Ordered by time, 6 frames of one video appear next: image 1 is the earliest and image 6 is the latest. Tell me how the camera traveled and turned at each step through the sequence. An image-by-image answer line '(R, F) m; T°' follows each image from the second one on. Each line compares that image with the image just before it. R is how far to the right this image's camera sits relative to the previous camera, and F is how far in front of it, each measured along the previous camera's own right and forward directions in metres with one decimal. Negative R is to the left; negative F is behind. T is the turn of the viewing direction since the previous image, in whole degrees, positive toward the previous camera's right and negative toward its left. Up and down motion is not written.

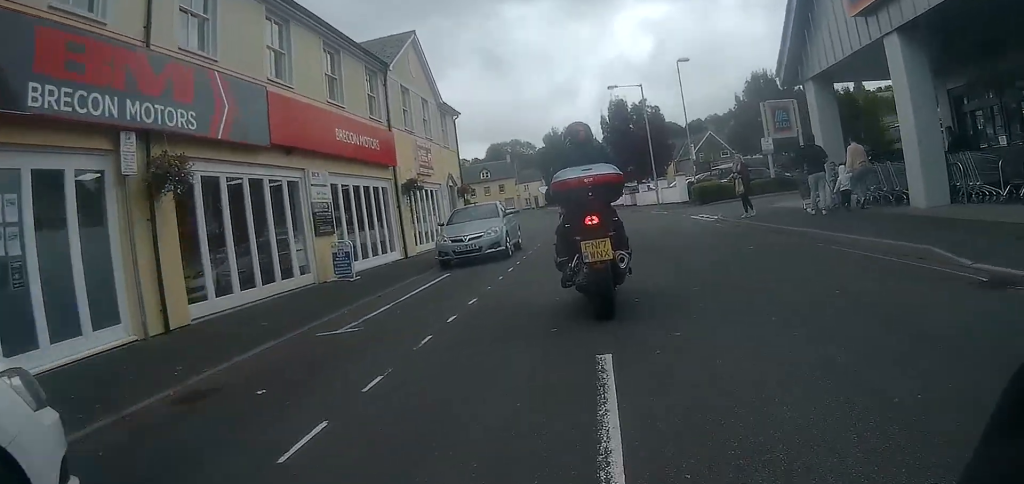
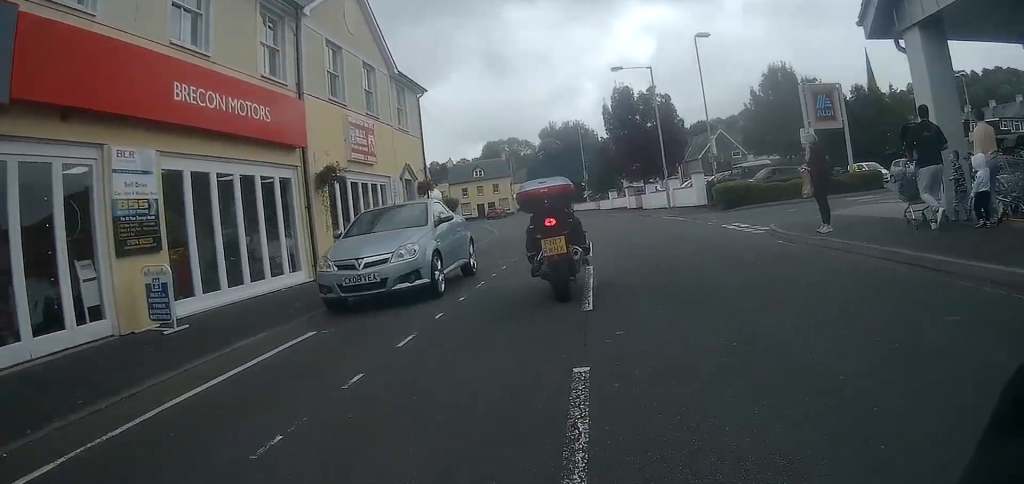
(+0.2, +6.7) m; +1°
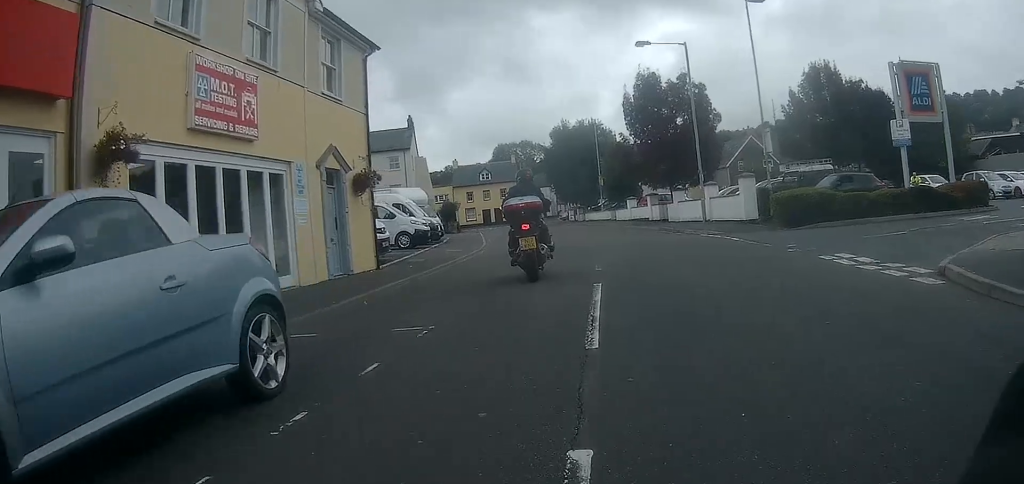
(-0.1, +7.8) m; -2°
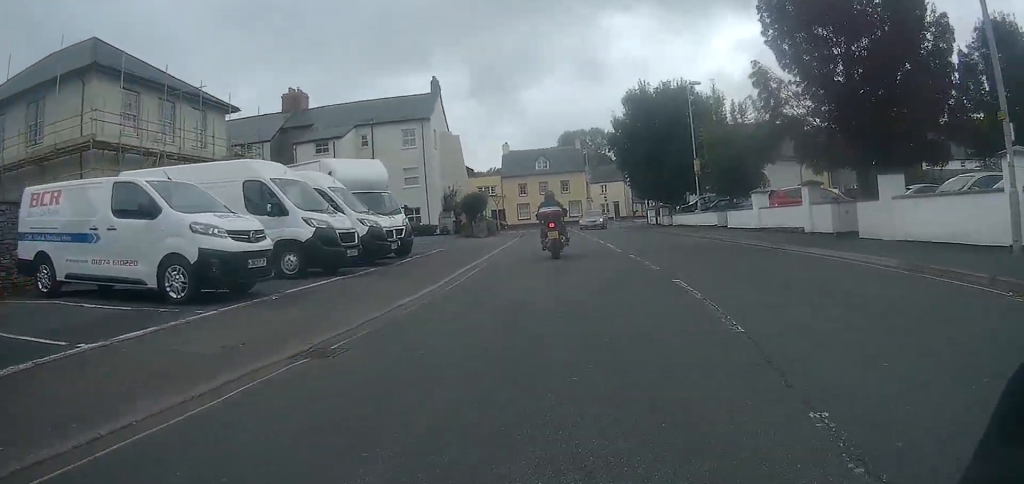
(-0.5, +18.4) m; -3°
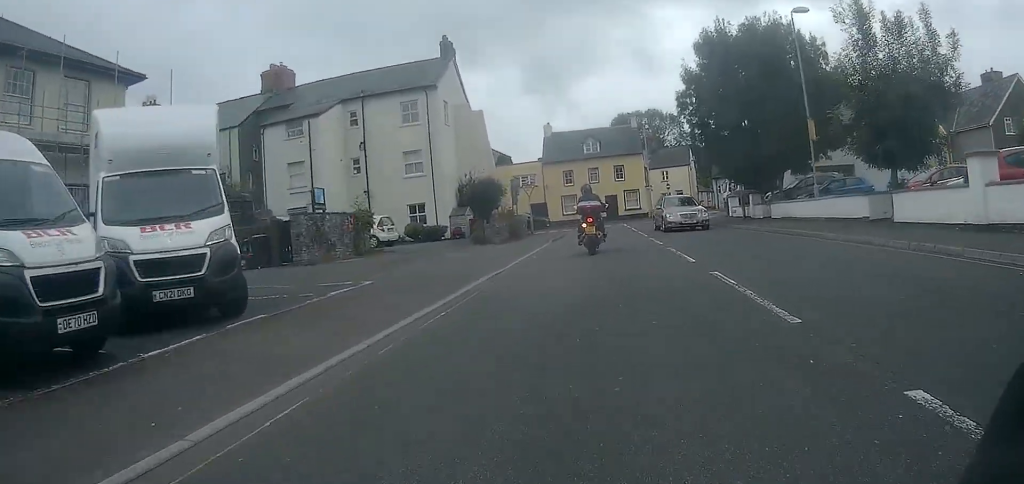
(-0.4, +12.5) m; -5°
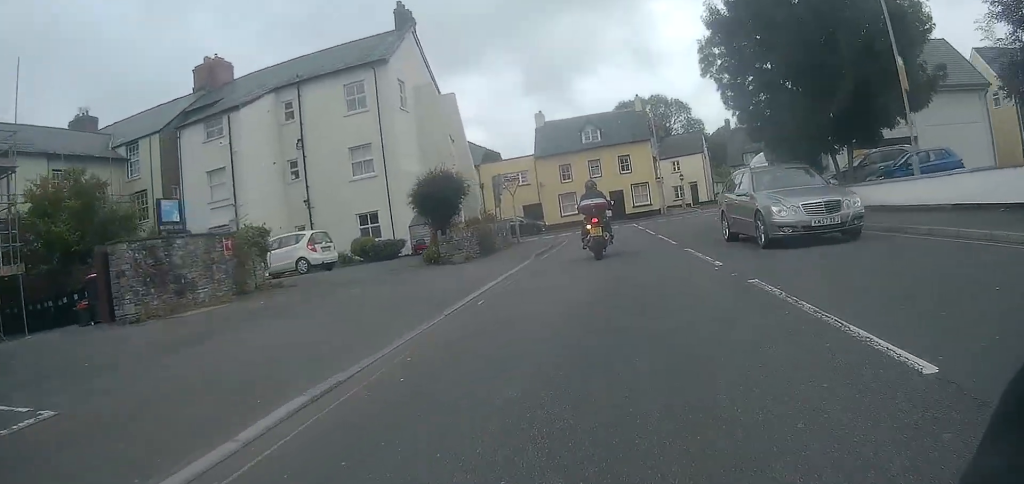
(-0.2, +7.9) m; -1°
